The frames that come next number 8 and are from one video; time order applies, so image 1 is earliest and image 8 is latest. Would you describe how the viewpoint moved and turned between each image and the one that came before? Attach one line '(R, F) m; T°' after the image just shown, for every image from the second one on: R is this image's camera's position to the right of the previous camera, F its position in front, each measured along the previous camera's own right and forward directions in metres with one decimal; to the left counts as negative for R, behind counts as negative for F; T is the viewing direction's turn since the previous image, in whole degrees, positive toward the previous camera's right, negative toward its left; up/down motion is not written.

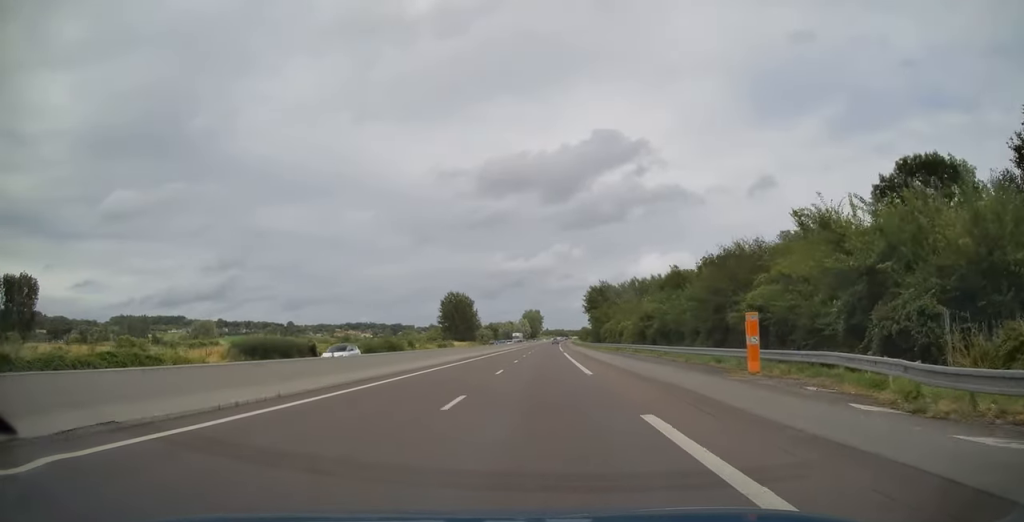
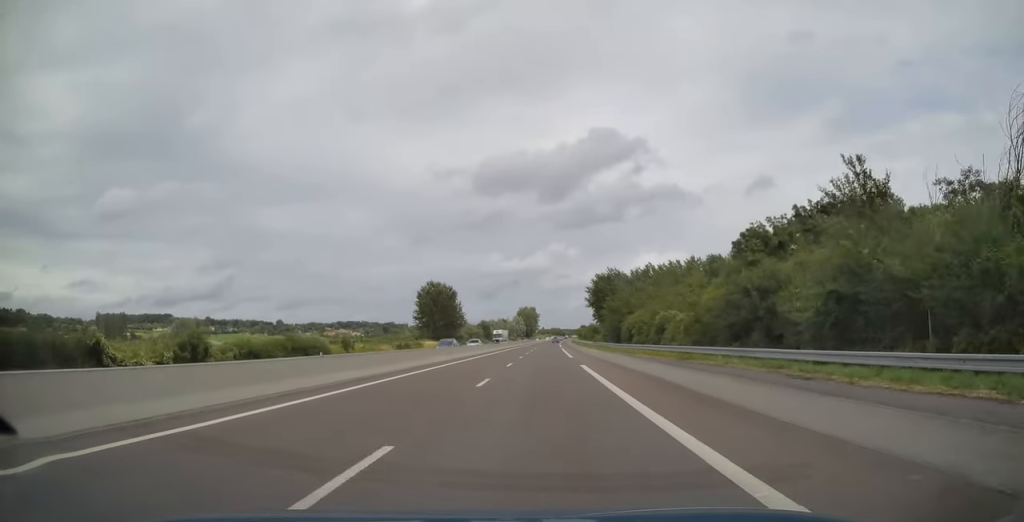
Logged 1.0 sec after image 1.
(+0.3, +33.2) m; +1°
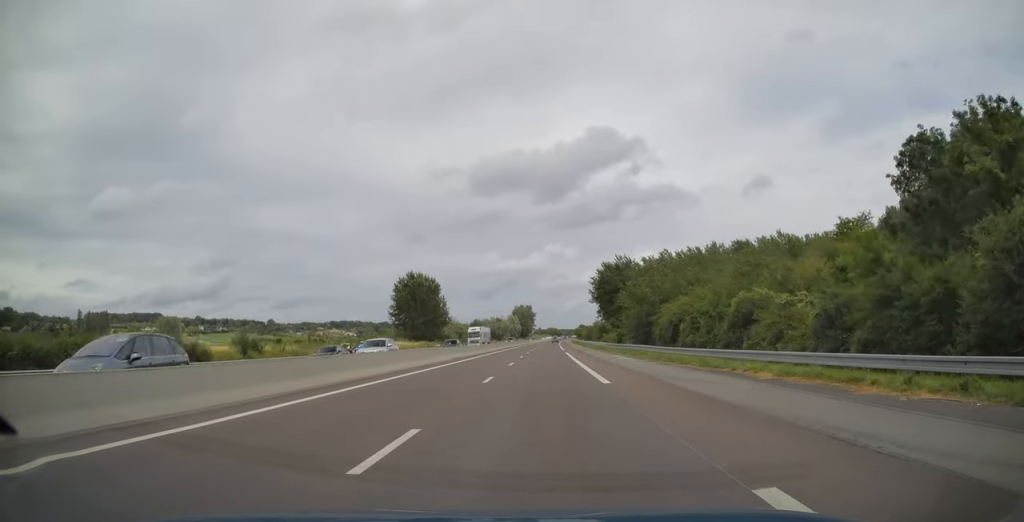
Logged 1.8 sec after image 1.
(0.0, +24.6) m; 0°
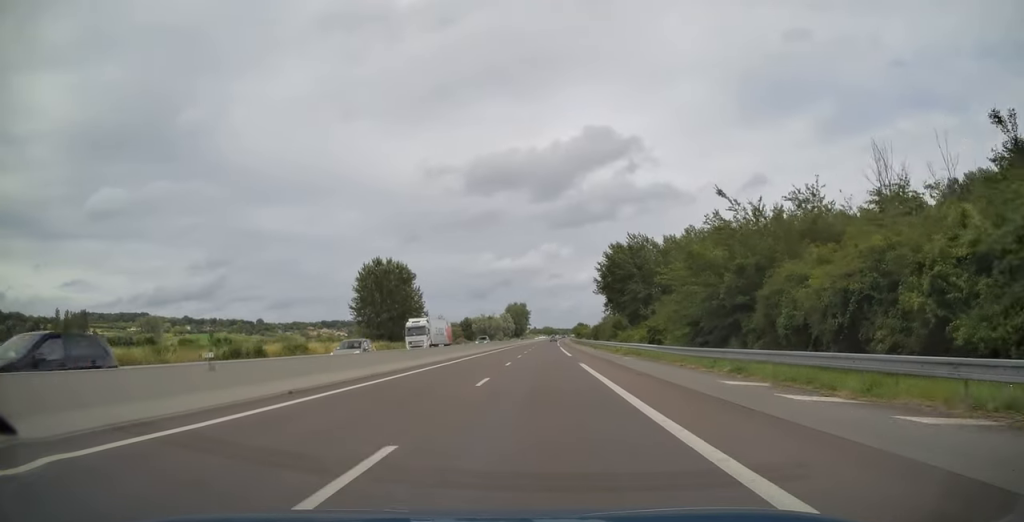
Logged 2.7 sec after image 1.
(0.0, +27.3) m; +1°
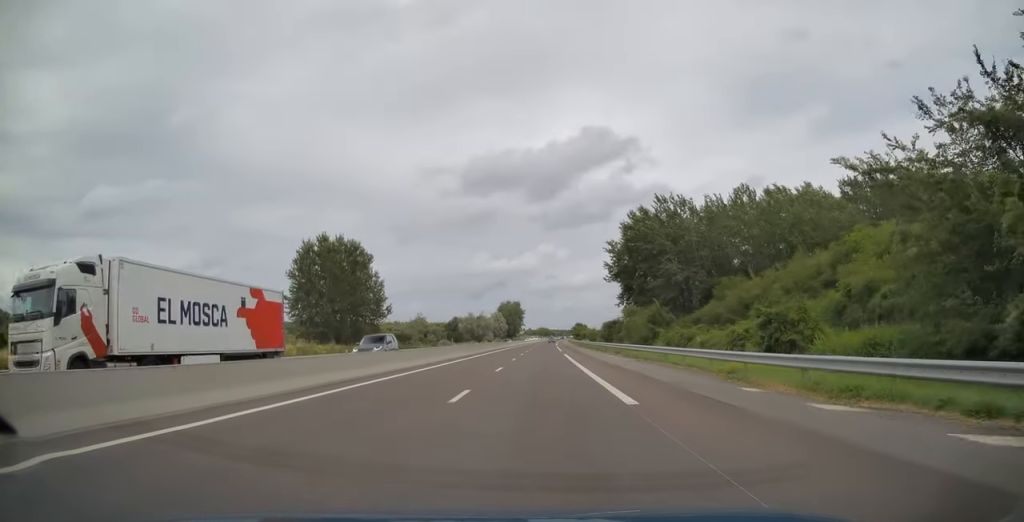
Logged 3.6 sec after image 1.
(+0.4, +30.5) m; +1°
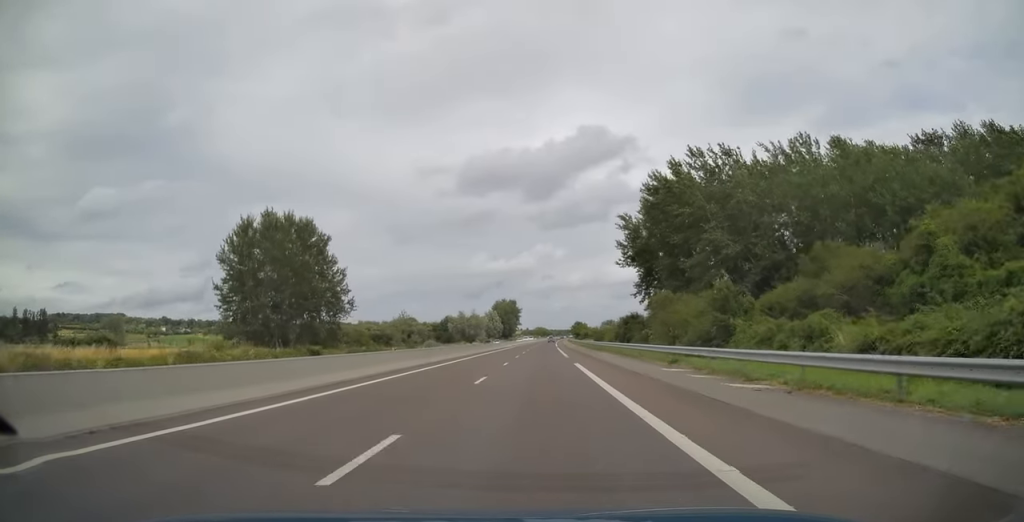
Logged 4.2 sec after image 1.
(0.0, +20.3) m; 0°
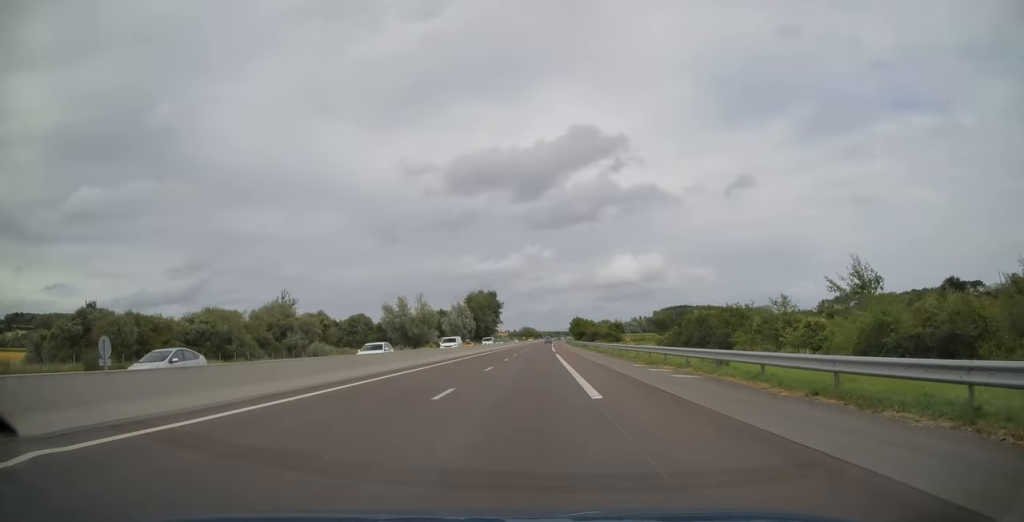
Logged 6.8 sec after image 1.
(+0.2, +82.4) m; +1°
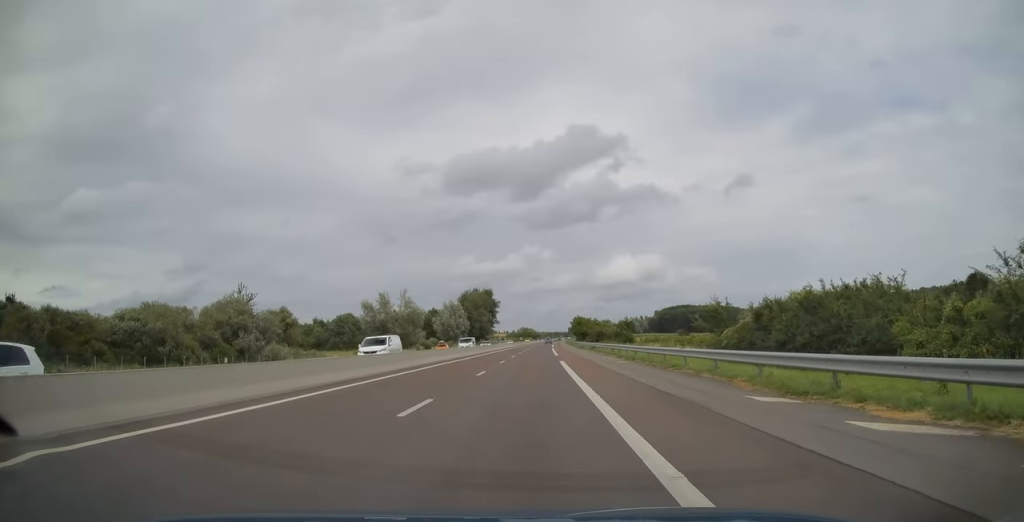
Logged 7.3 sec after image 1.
(0.0, +16.1) m; 0°
